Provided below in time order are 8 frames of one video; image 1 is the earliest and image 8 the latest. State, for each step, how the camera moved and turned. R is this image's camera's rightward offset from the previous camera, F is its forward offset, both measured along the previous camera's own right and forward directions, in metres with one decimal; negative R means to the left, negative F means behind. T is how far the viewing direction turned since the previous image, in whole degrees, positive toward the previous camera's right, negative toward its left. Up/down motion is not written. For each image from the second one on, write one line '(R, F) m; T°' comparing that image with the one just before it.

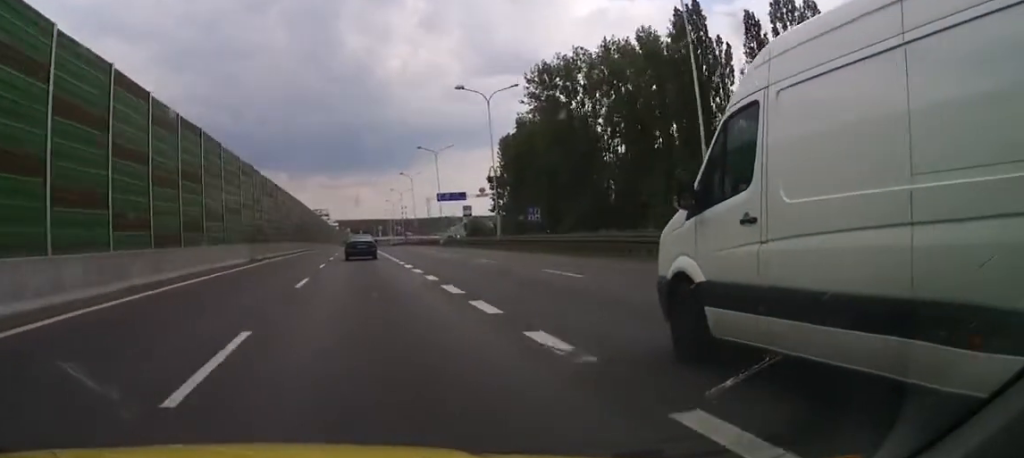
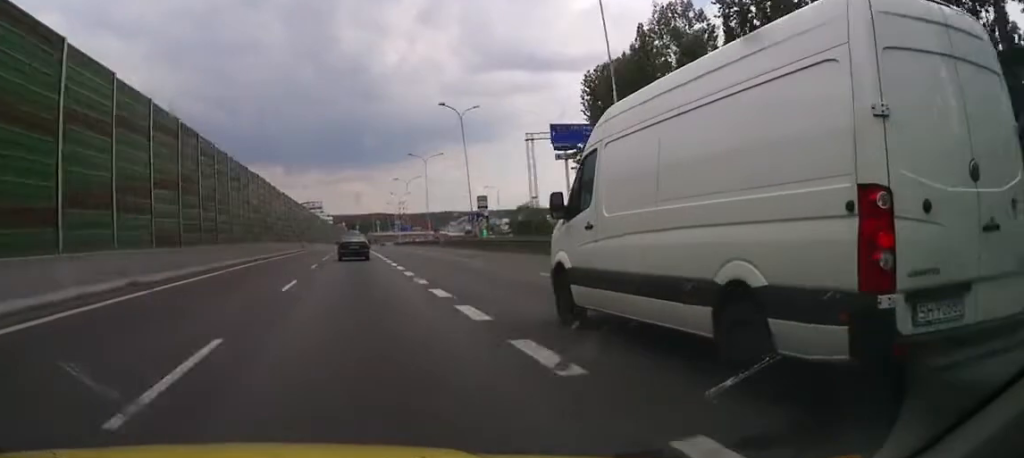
(0.0, +60.0) m; 0°
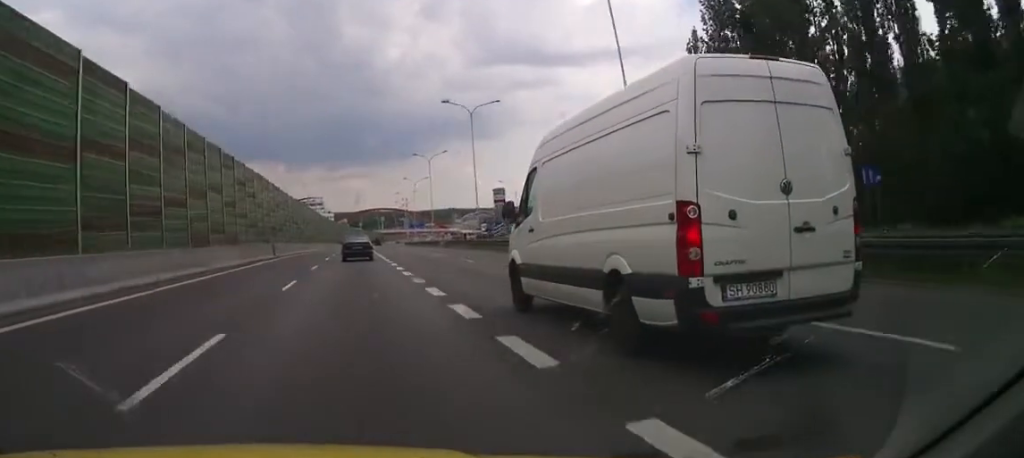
(0.0, +35.4) m; +1°
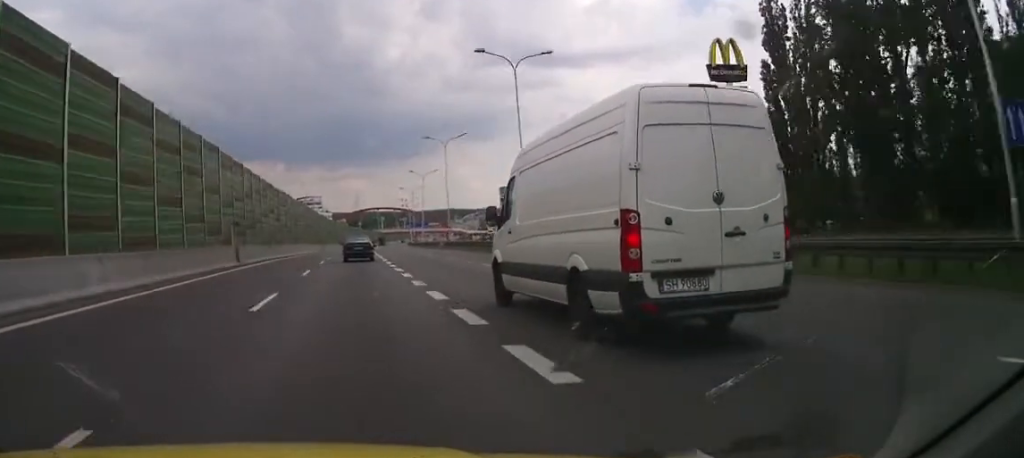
(+0.3, +16.8) m; 0°
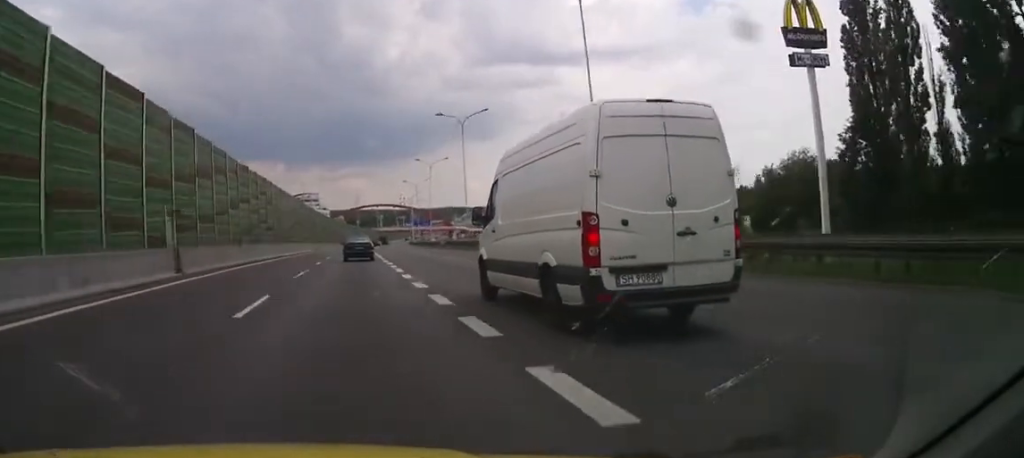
(+0.1, +13.2) m; 0°
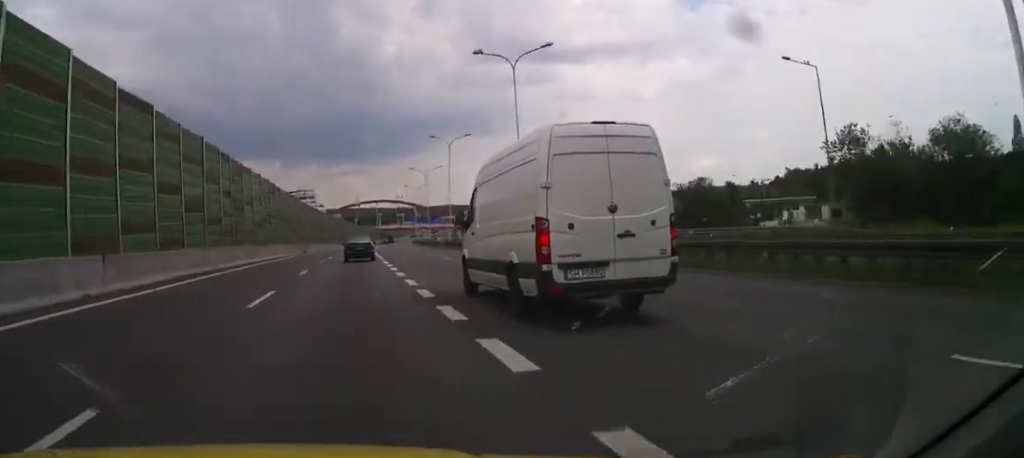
(-0.4, +21.9) m; -1°
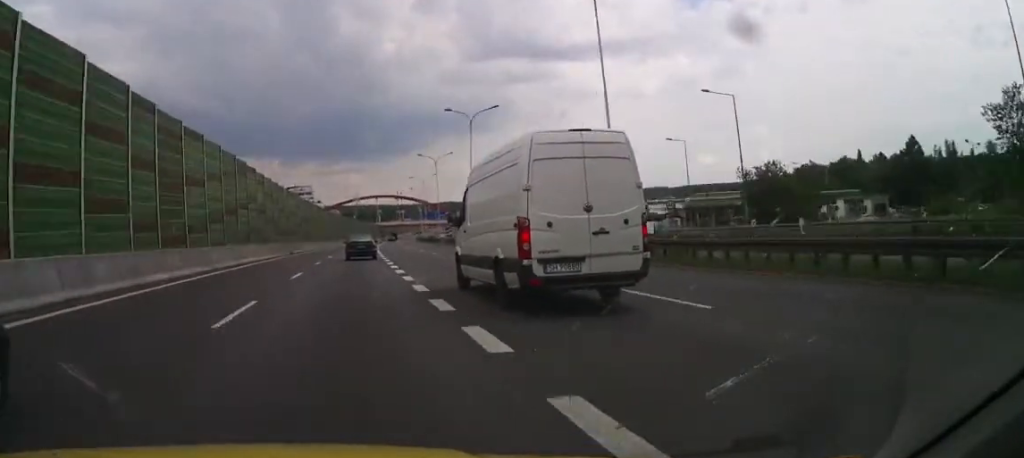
(0.0, +14.9) m; 0°
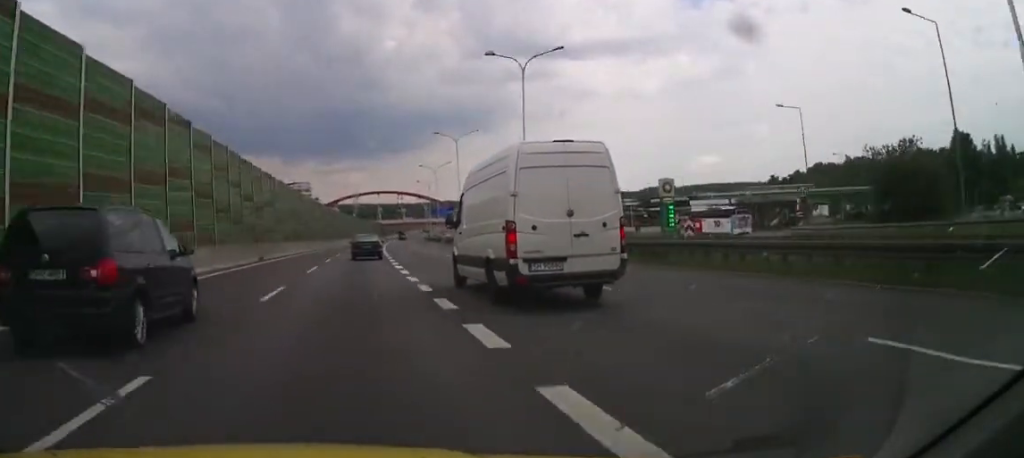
(0.0, +19.3) m; 0°
